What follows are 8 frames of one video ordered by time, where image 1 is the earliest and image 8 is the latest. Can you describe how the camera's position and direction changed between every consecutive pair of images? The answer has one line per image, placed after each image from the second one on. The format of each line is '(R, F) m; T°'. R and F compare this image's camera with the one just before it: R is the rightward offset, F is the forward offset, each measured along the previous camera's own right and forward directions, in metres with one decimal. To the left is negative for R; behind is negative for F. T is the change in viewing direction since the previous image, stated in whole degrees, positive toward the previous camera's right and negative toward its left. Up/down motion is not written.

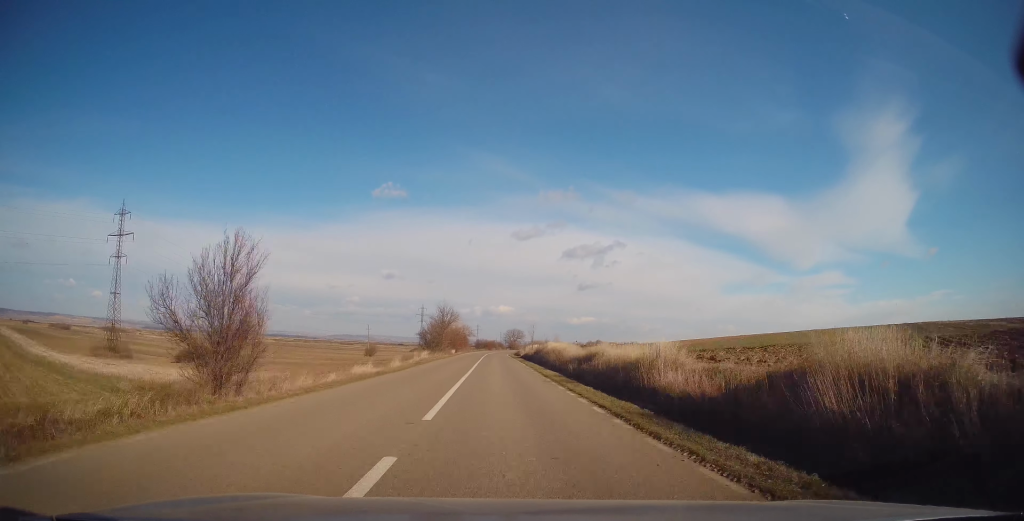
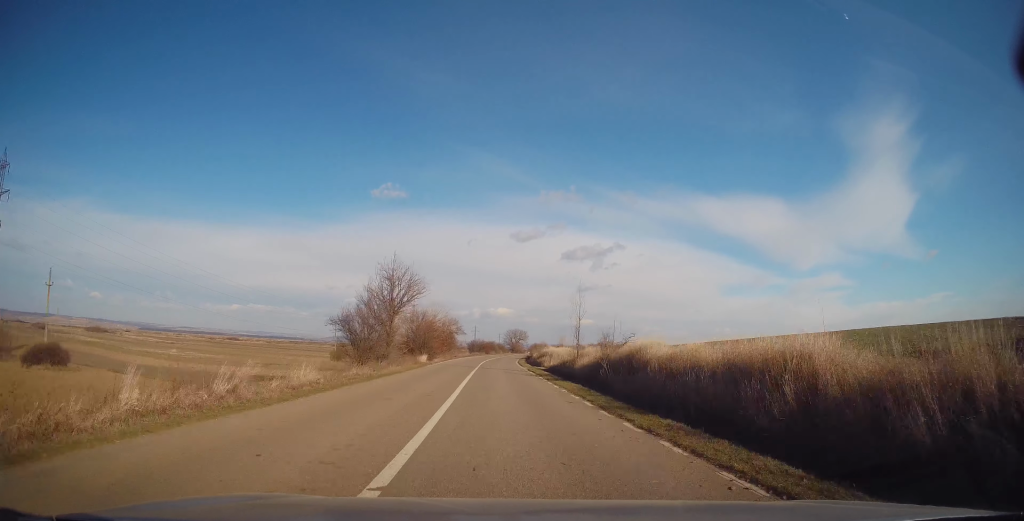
(+0.4, +34.4) m; +1°
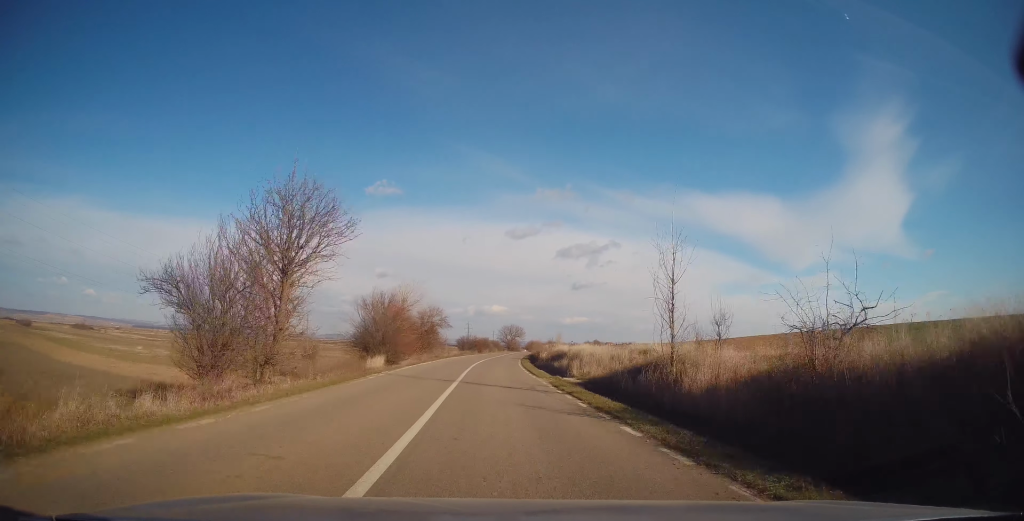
(+0.1, +16.5) m; 0°
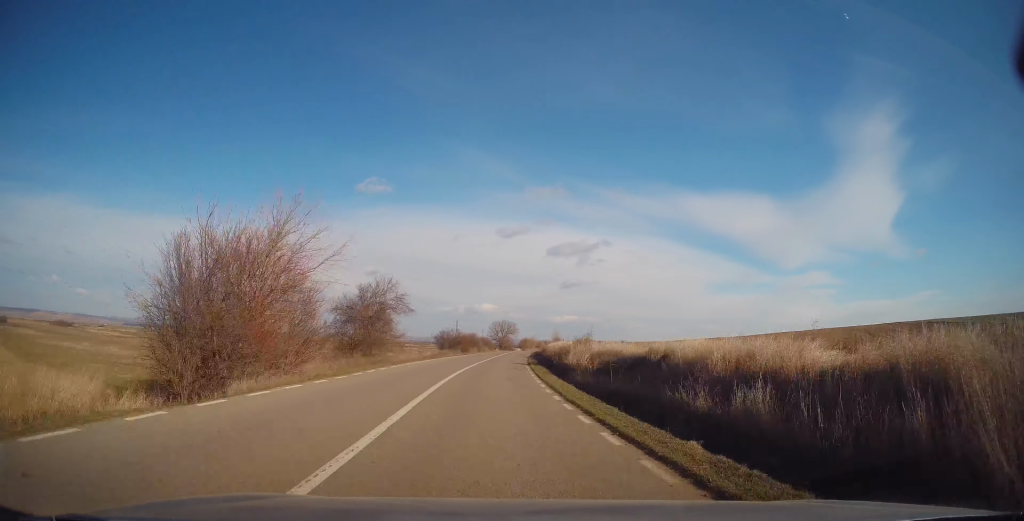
(-0.4, +22.5) m; 0°
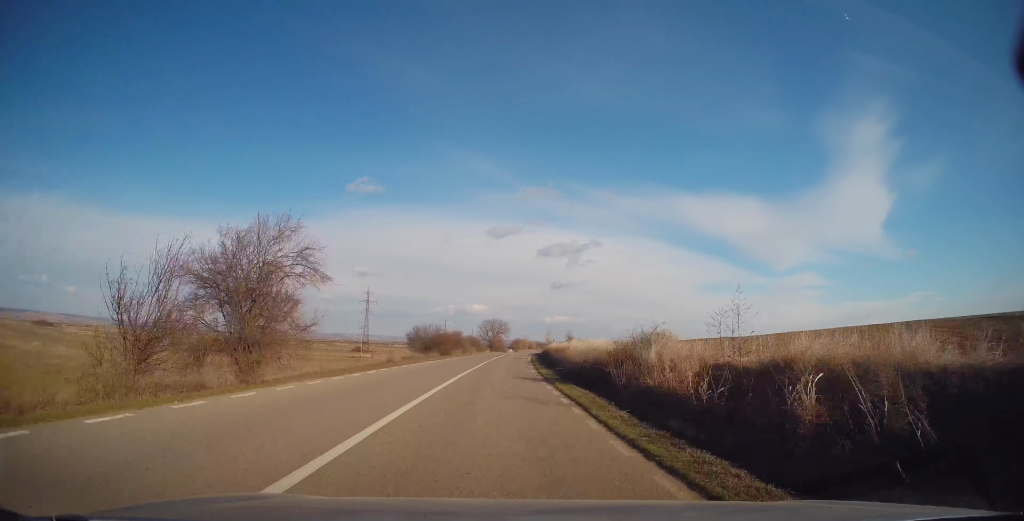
(+0.4, +17.1) m; +2°
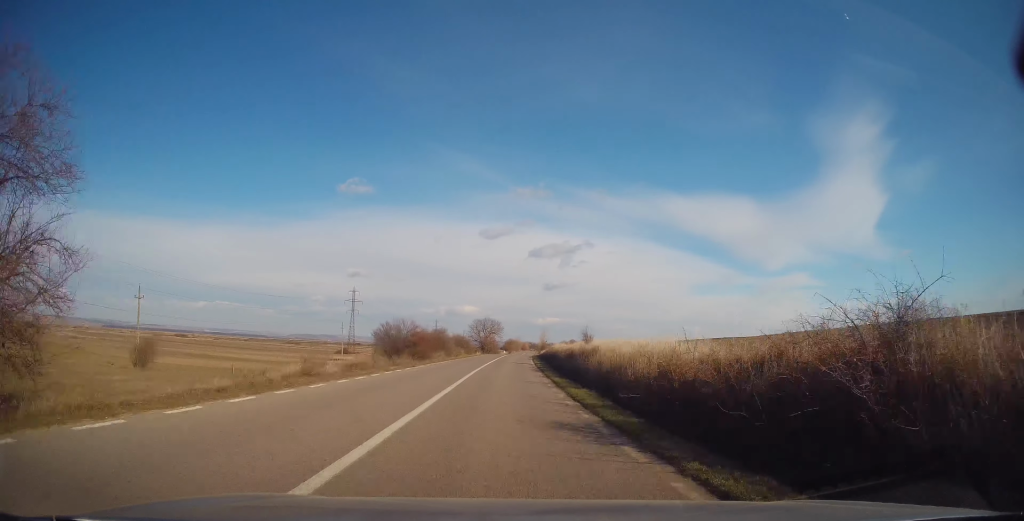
(+0.1, +12.1) m; +1°
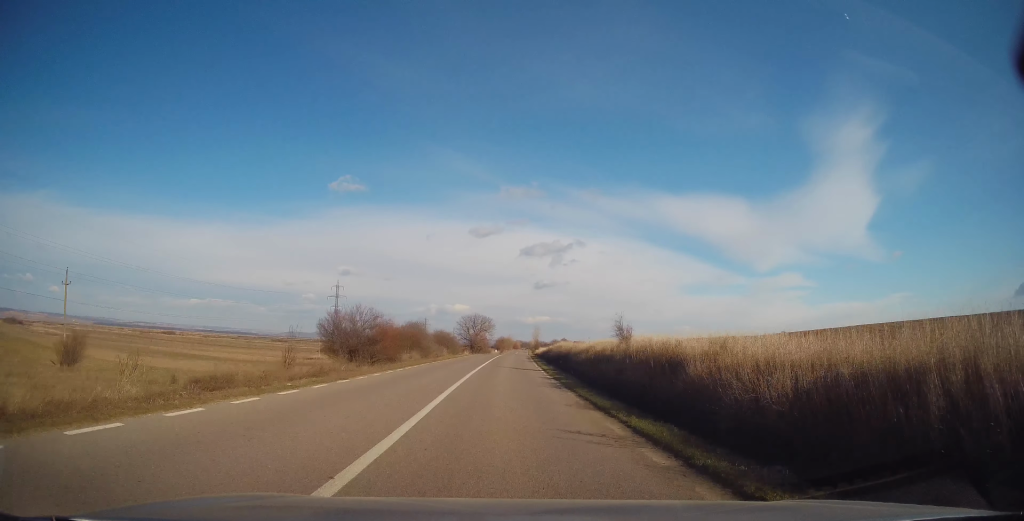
(+0.2, +12.4) m; +1°
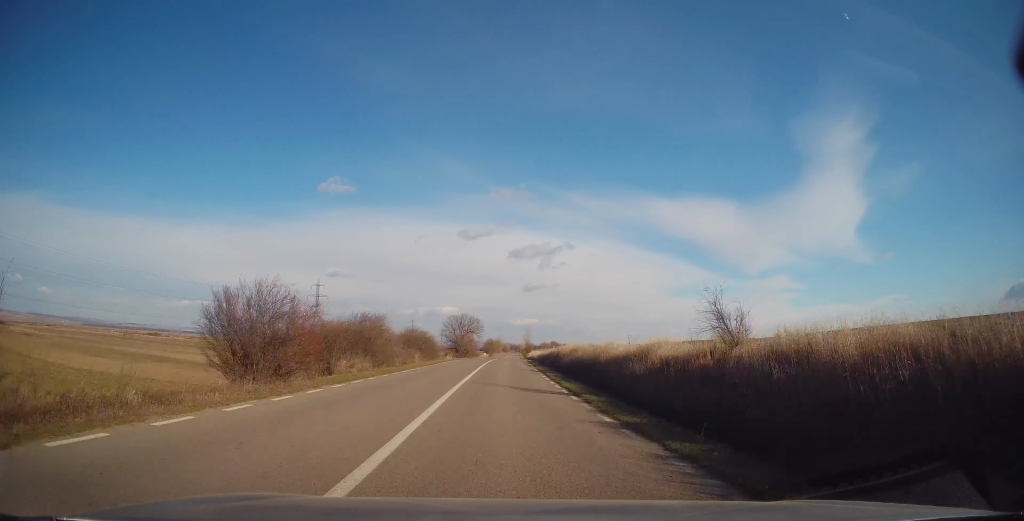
(+0.1, +11.7) m; +1°
